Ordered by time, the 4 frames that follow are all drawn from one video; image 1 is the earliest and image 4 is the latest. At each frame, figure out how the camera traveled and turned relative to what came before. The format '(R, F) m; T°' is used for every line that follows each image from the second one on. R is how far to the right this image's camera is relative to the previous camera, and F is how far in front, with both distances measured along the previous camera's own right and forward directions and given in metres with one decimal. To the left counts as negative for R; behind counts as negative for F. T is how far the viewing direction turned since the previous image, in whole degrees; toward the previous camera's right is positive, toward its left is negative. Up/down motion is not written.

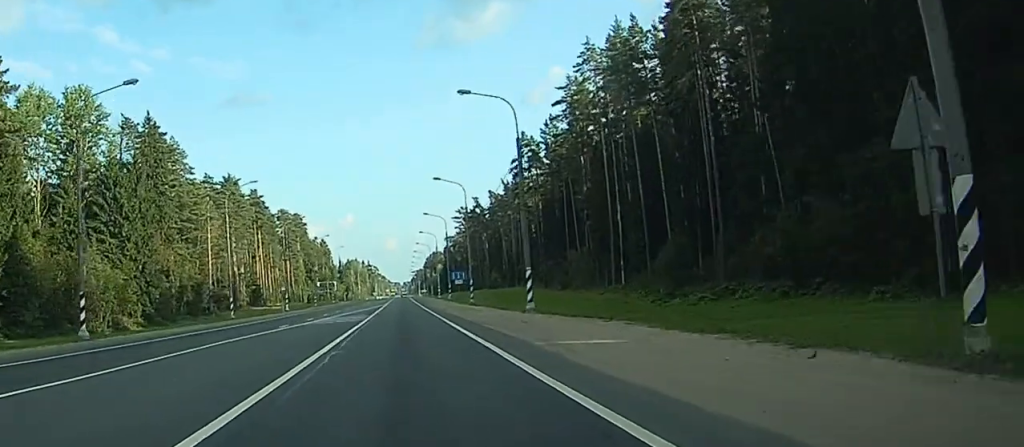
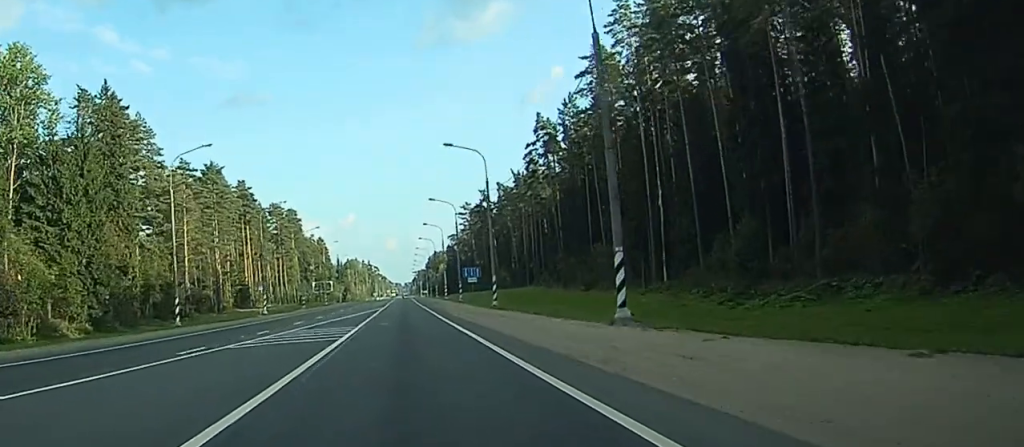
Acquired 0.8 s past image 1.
(0.0, +18.2) m; 0°
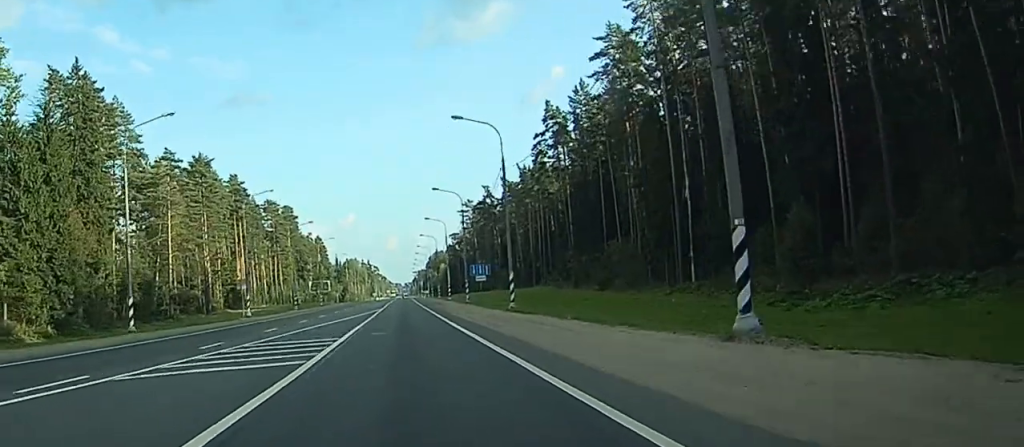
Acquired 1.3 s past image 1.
(-0.1, +9.5) m; 0°
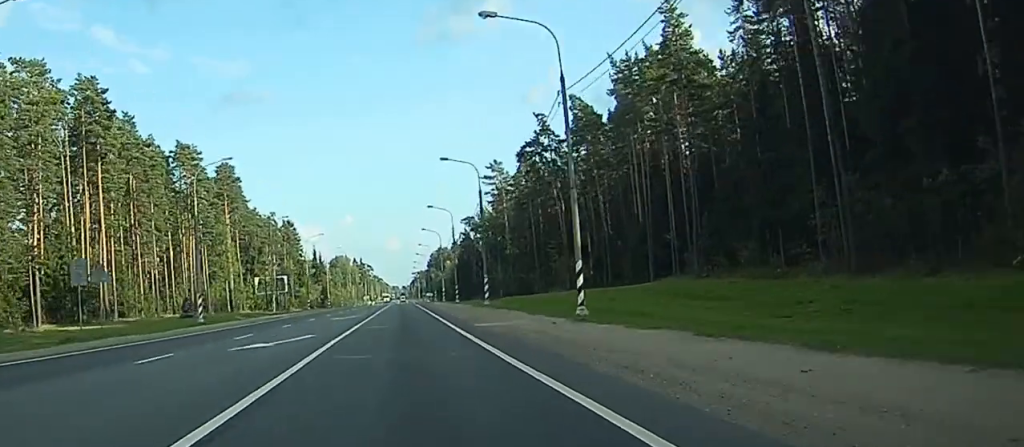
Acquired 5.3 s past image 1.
(+0.3, +88.6) m; 0°
